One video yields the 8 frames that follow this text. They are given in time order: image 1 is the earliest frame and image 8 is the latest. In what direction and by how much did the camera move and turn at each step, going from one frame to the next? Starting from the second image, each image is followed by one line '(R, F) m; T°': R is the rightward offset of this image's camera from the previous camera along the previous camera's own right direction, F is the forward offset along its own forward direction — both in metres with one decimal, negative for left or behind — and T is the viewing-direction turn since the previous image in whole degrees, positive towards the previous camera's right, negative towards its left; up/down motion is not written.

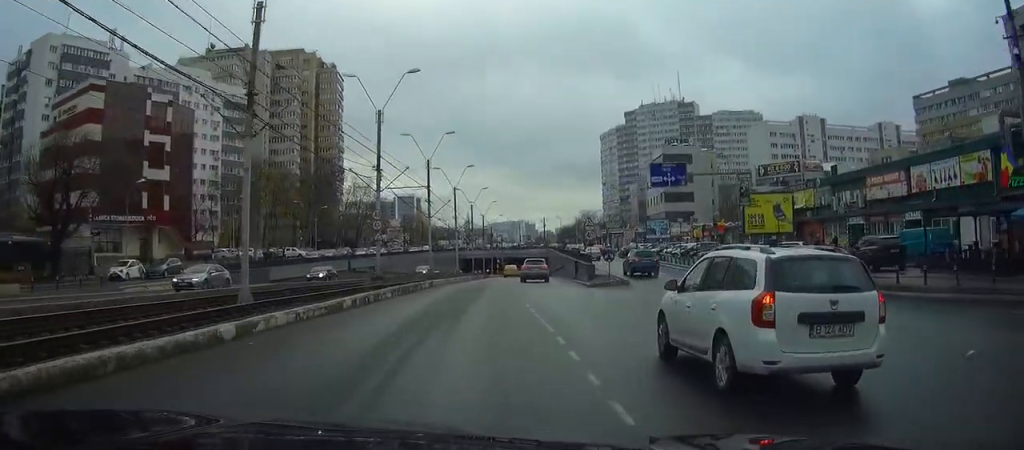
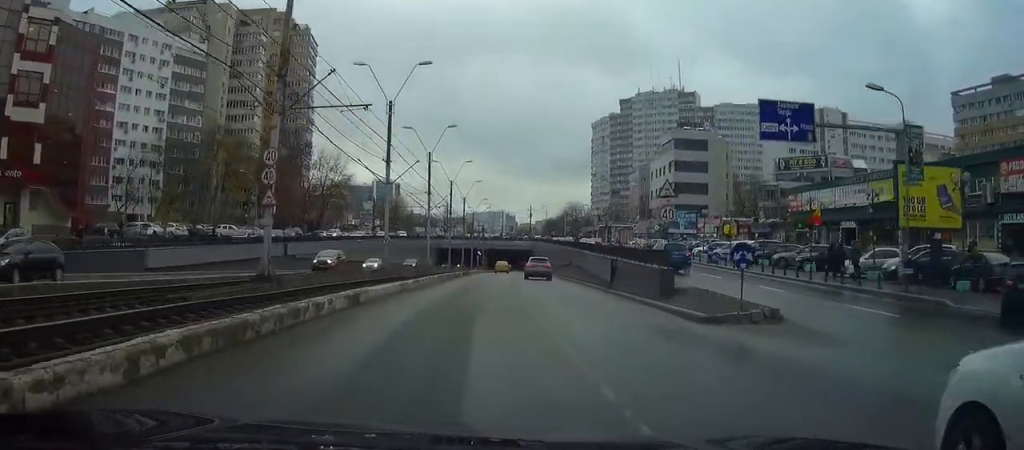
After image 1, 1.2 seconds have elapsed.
(0.0, +18.9) m; 0°
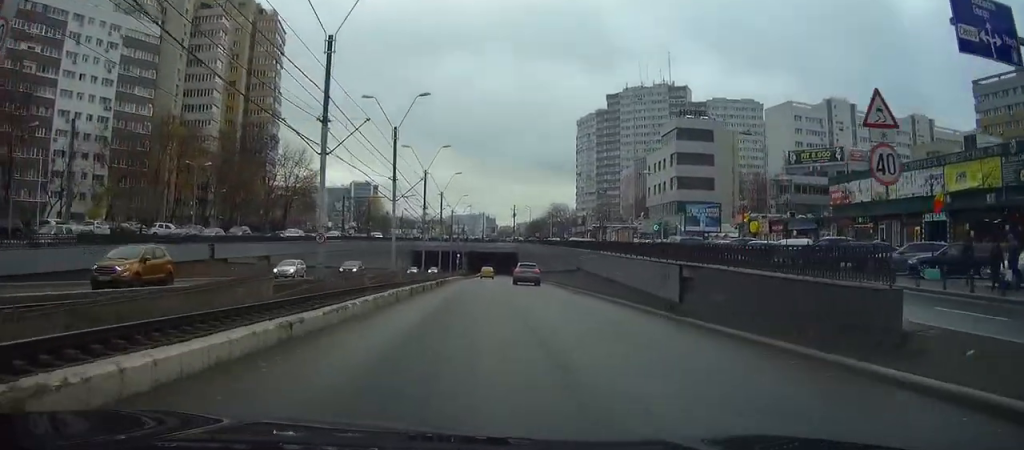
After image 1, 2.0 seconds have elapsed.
(0.0, +13.1) m; +1°
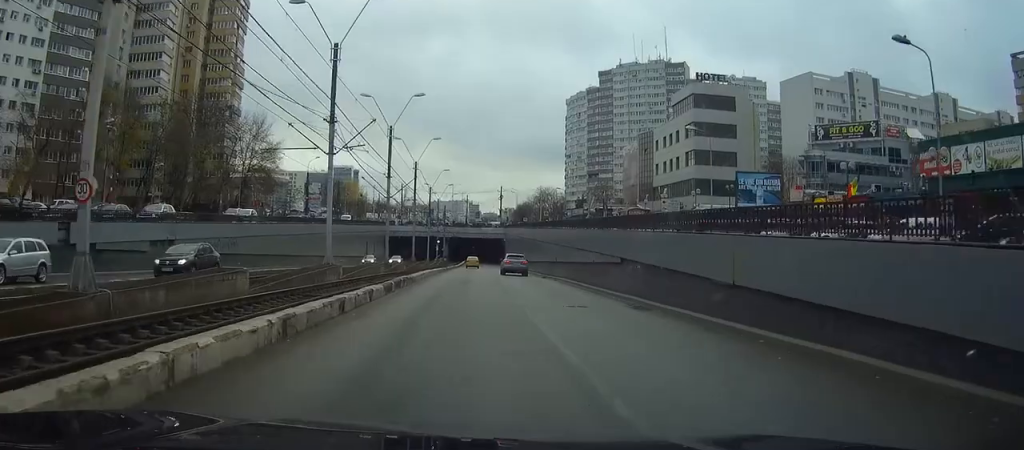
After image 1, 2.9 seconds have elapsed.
(+0.2, +16.6) m; +1°
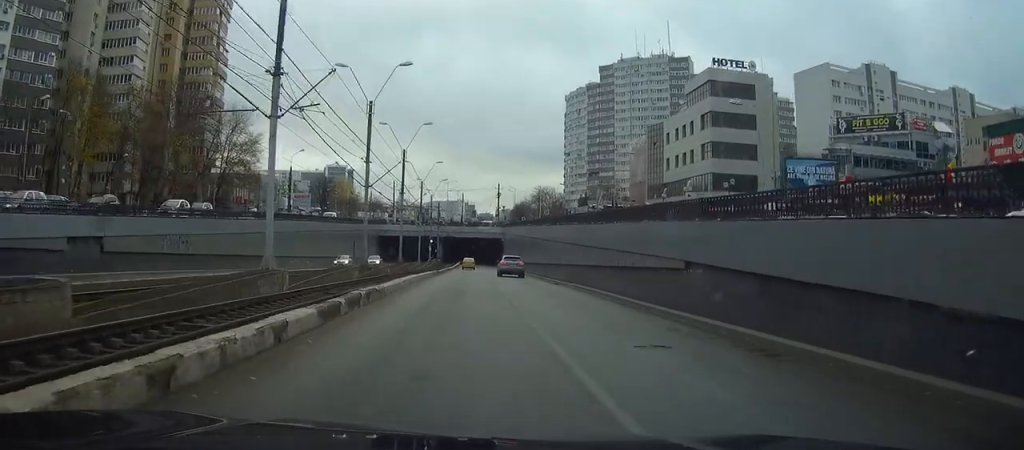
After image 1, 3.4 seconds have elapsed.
(0.0, +8.5) m; 0°
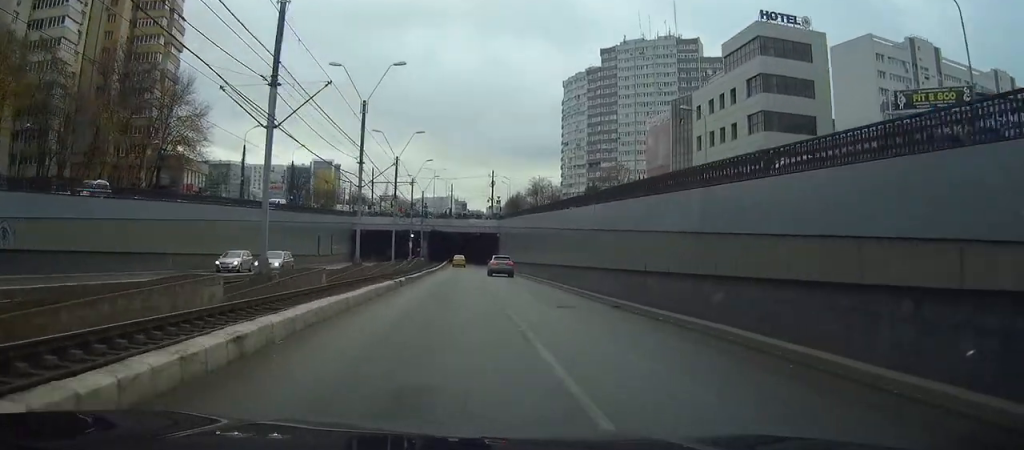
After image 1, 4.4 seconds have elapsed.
(+0.1, +19.0) m; +1°
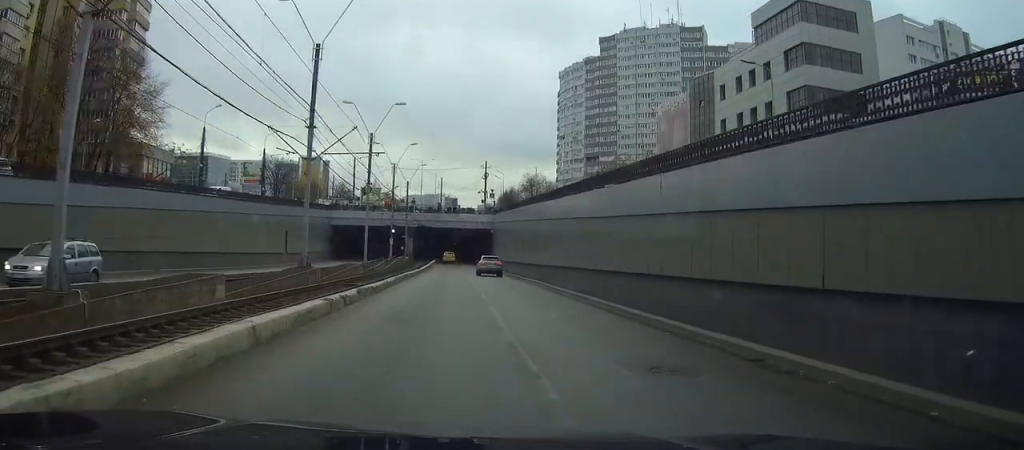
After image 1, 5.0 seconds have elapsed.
(+0.1, +11.7) m; 0°
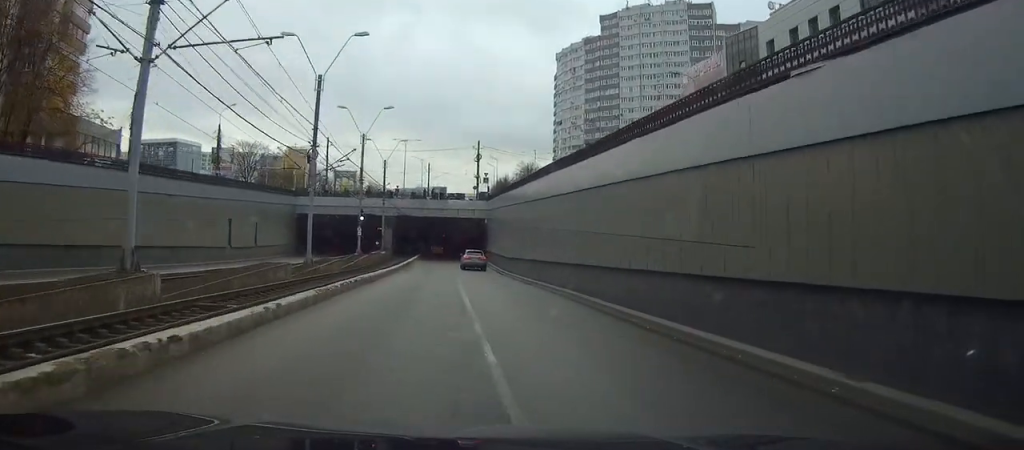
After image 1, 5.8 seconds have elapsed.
(0.0, +15.9) m; +1°
